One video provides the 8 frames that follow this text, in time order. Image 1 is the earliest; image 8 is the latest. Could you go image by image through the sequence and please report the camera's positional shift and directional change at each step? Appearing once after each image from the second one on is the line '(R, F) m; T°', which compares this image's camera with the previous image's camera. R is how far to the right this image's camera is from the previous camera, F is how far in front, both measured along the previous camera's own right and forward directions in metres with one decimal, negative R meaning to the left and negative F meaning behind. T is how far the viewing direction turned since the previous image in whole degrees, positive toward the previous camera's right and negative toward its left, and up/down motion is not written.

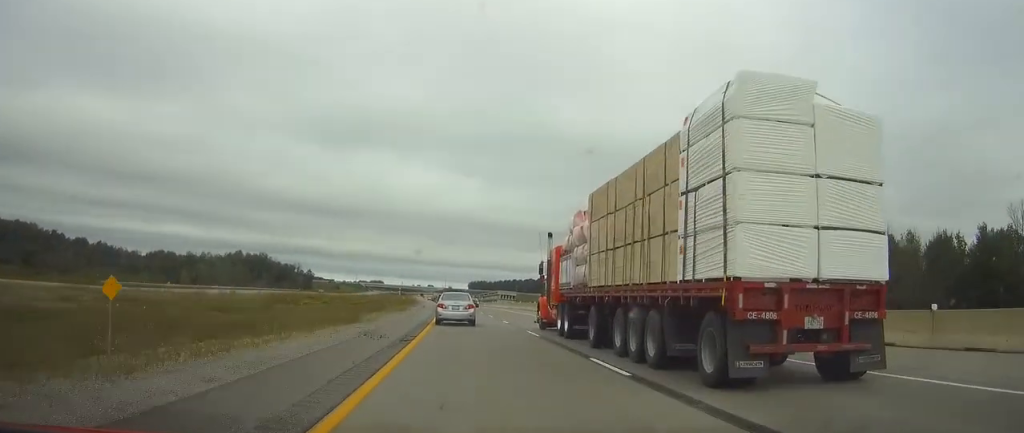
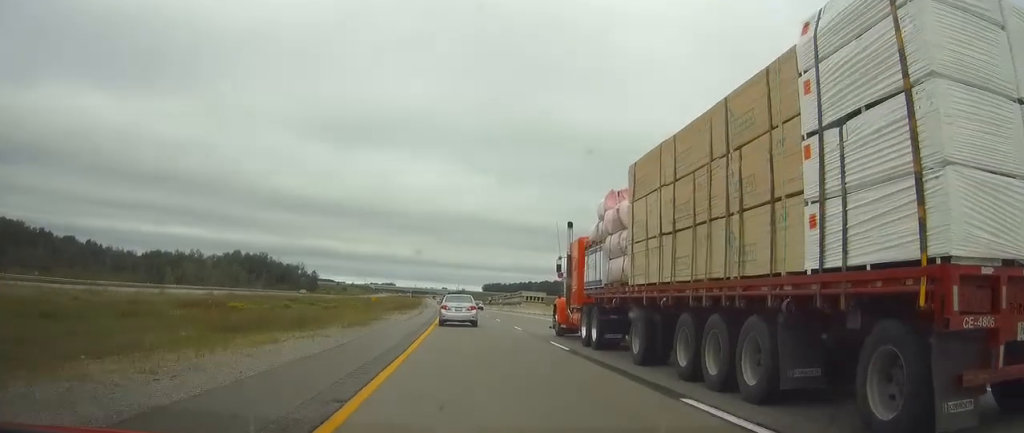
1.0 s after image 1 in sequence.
(-0.4, +30.3) m; -1°
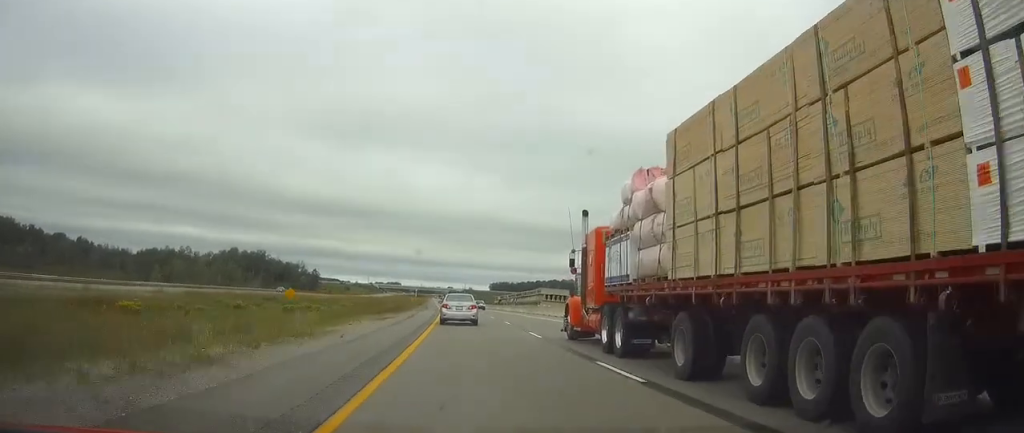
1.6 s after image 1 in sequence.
(-0.2, +18.8) m; -1°
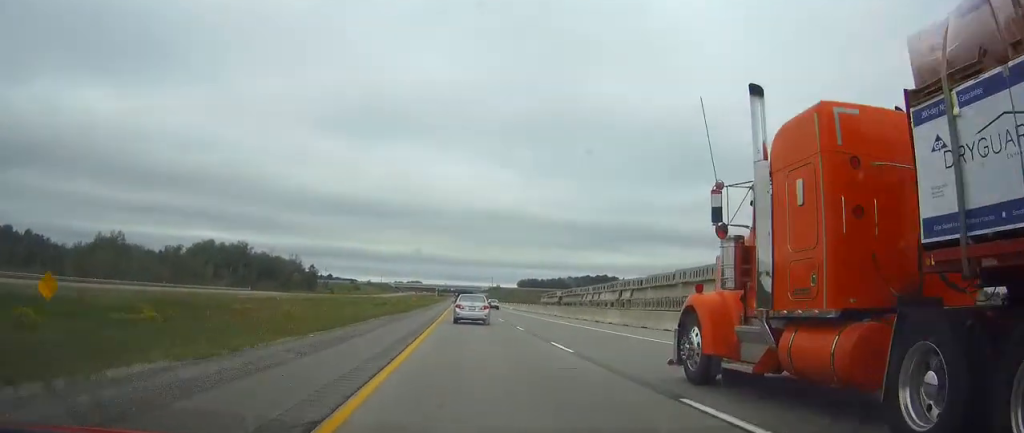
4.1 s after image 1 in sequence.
(-1.2, +78.7) m; -2°
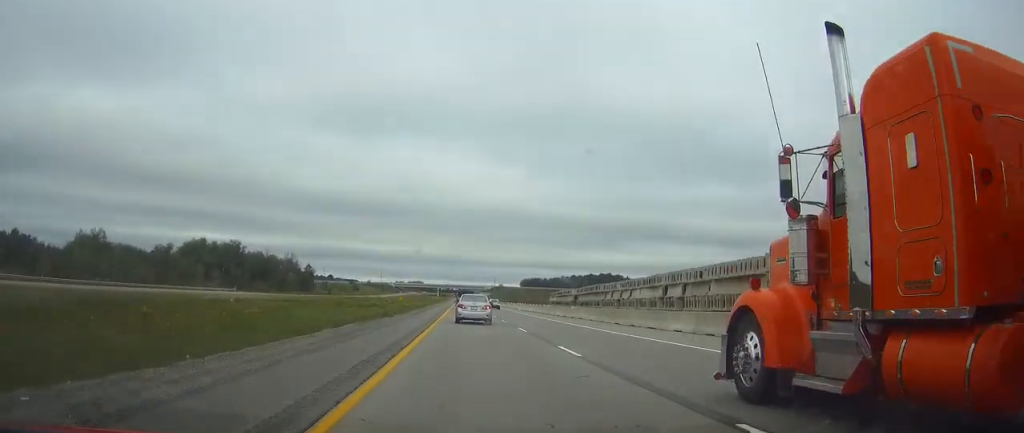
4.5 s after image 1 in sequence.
(-0.1, +13.7) m; 0°
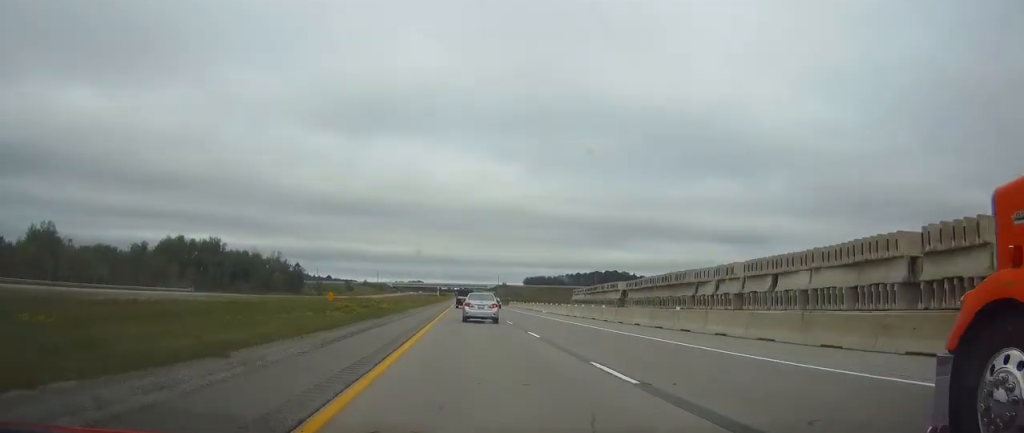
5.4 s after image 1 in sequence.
(-0.1, +29.6) m; 0°
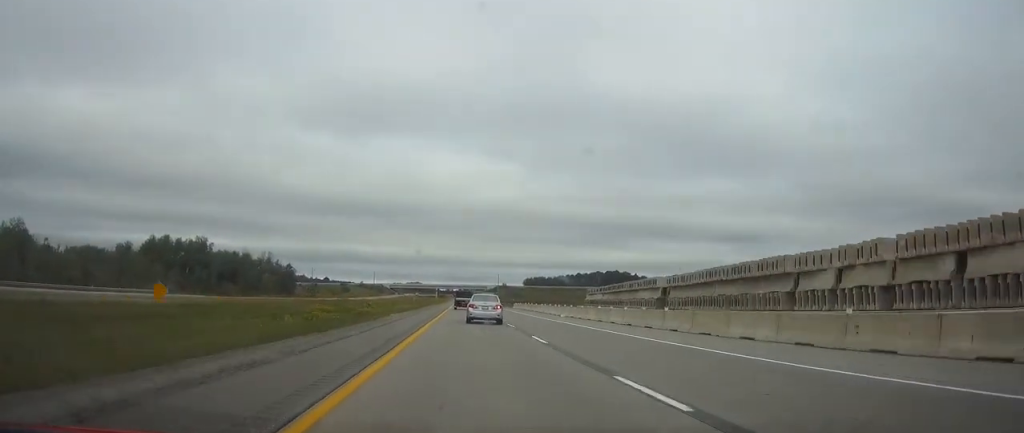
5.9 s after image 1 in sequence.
(0.0, +14.8) m; 0°
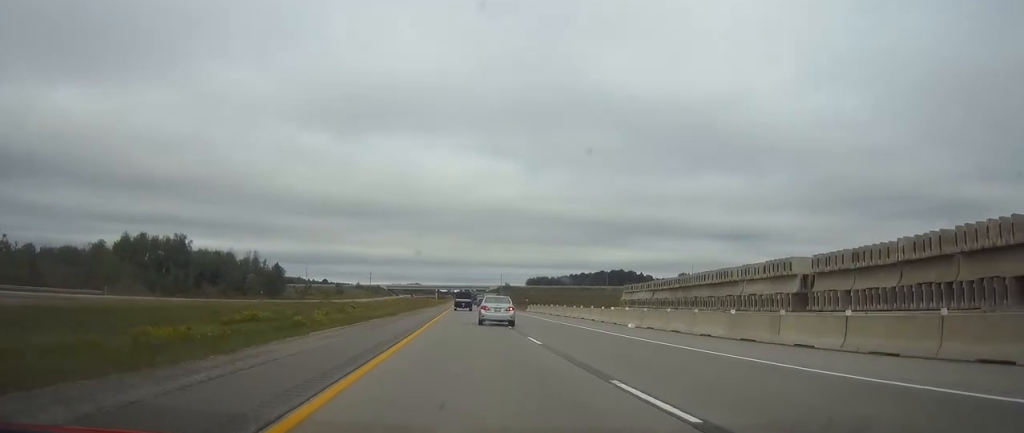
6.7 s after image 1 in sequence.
(0.0, +24.4) m; 0°
